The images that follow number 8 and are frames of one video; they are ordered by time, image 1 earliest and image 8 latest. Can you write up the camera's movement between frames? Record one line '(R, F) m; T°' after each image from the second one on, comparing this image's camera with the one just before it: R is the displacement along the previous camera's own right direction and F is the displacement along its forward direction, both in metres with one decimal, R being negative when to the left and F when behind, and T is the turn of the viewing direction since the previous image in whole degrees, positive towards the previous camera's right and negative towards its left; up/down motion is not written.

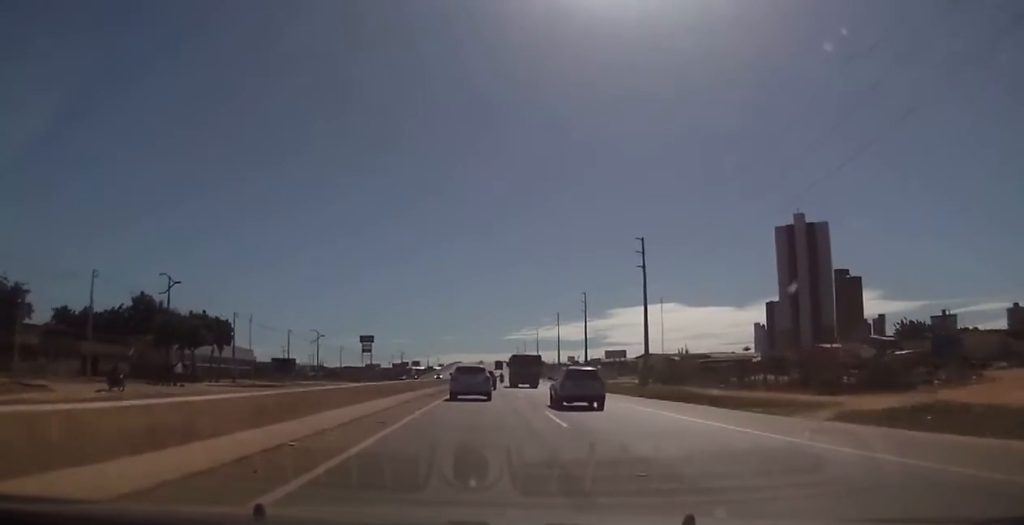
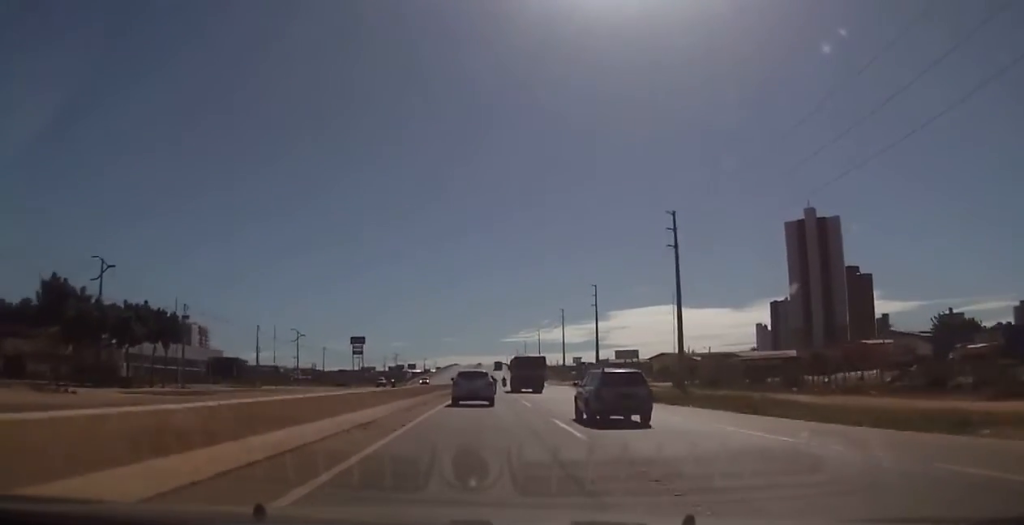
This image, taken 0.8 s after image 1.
(0.0, +18.2) m; 0°
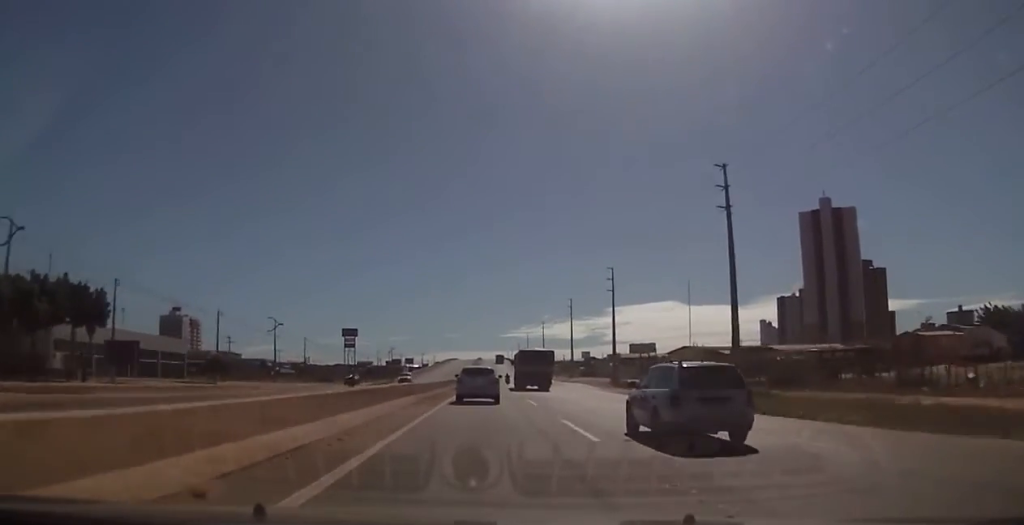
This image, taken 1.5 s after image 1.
(0.0, +17.6) m; -1°
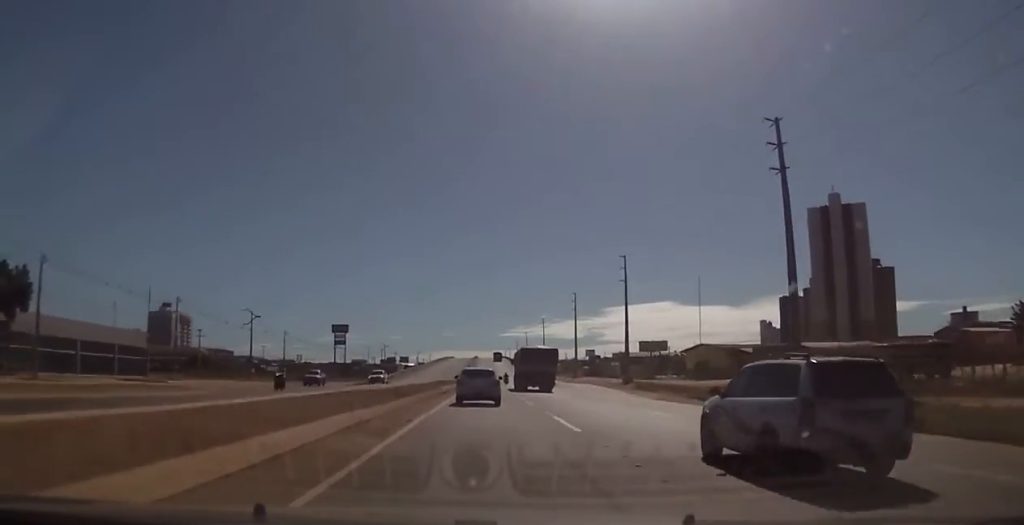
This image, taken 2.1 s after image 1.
(-0.1, +12.6) m; 0°
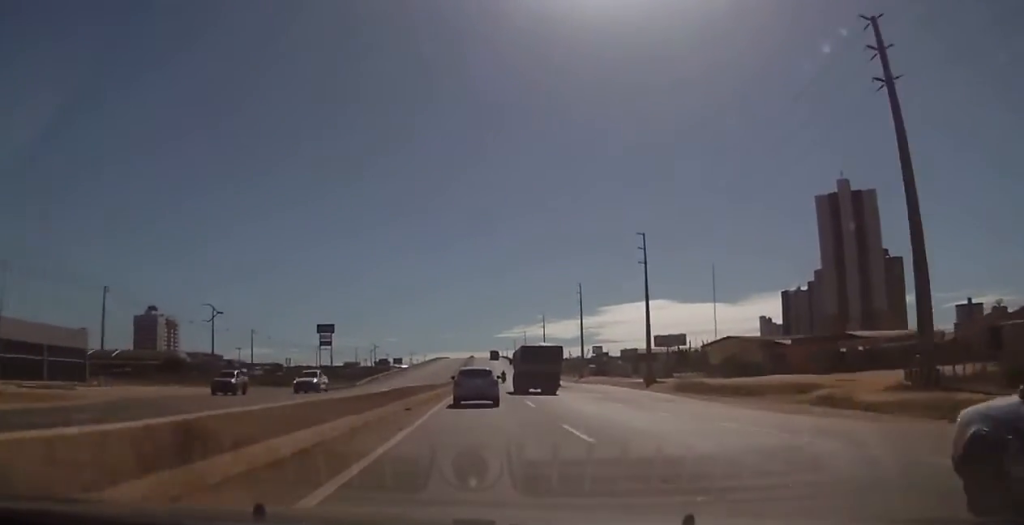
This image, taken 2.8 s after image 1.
(-0.1, +15.9) m; 0°
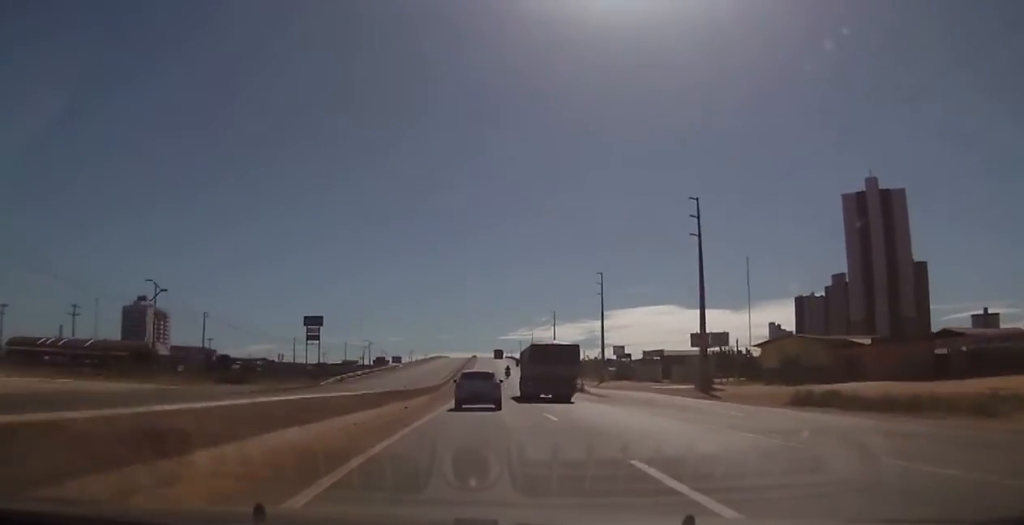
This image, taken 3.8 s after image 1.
(+0.4, +19.8) m; +1°
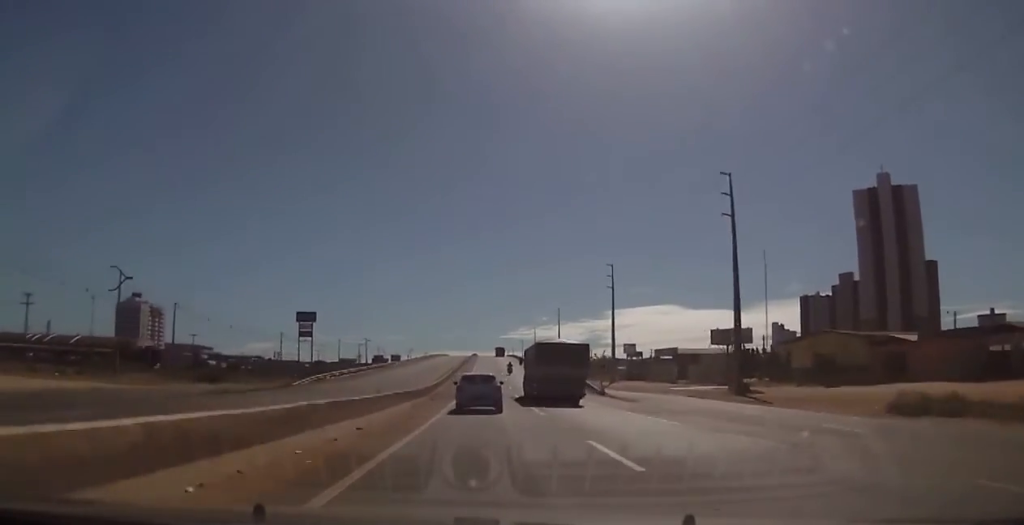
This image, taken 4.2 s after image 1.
(0.0, +8.9) m; 0°
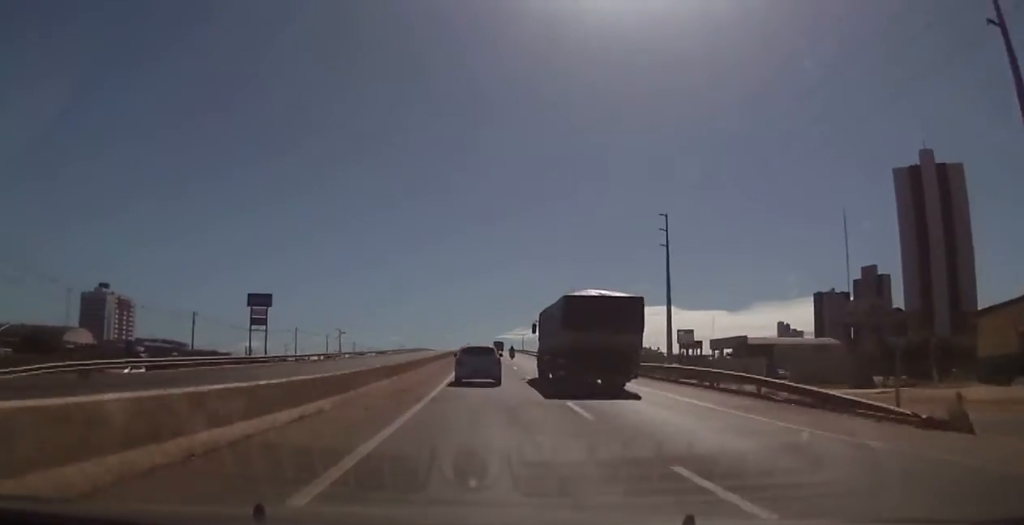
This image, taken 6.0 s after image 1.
(-0.4, +38.5) m; 0°
